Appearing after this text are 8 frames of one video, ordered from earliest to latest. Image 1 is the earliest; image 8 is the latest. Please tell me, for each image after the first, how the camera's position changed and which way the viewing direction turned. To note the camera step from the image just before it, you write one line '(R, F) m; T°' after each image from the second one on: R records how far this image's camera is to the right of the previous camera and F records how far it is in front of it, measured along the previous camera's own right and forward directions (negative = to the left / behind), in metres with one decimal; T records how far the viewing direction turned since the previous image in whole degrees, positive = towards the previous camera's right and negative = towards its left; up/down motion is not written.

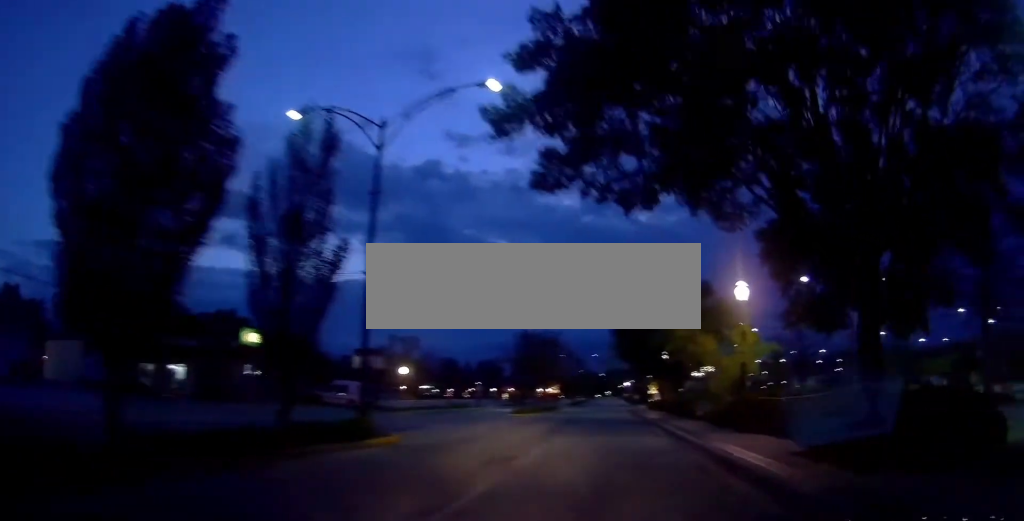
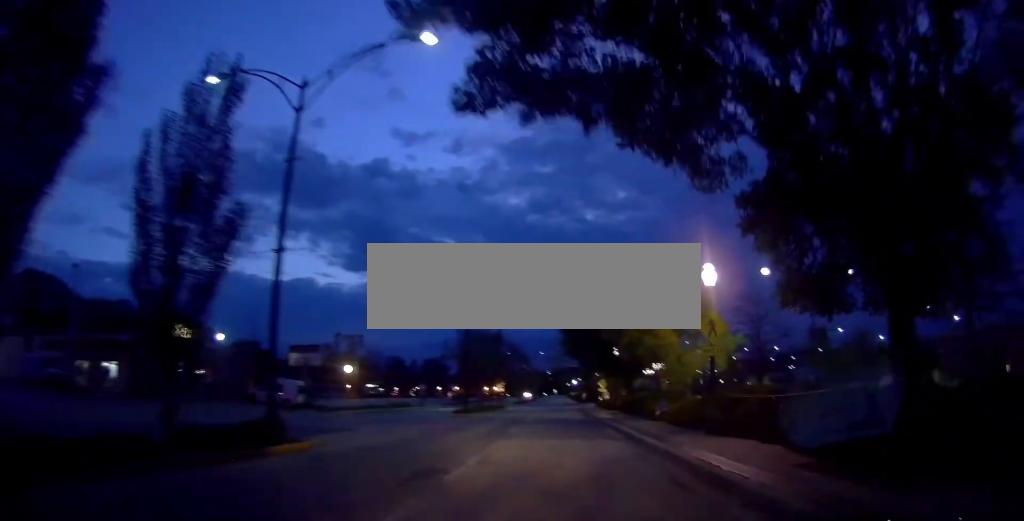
(+0.3, +2.3) m; +3°
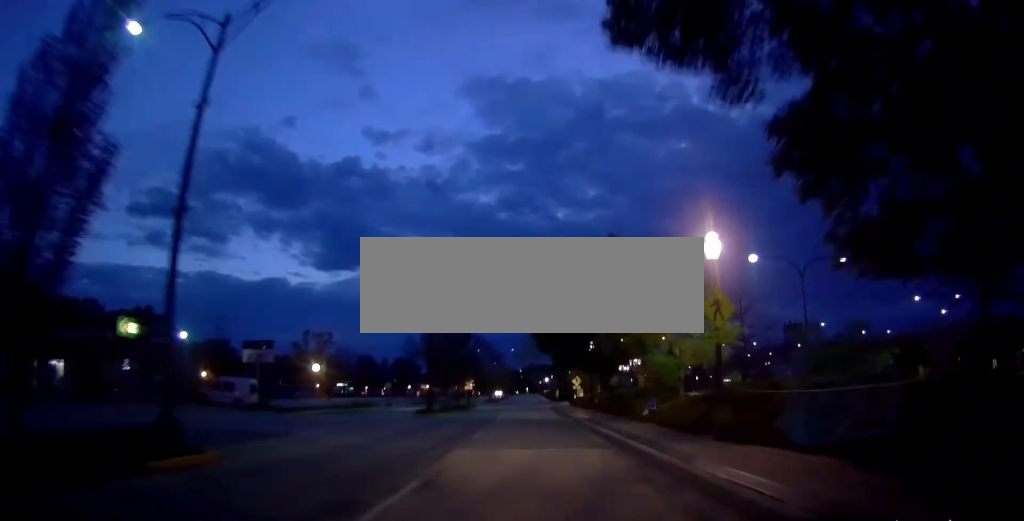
(0.0, +2.8) m; +2°
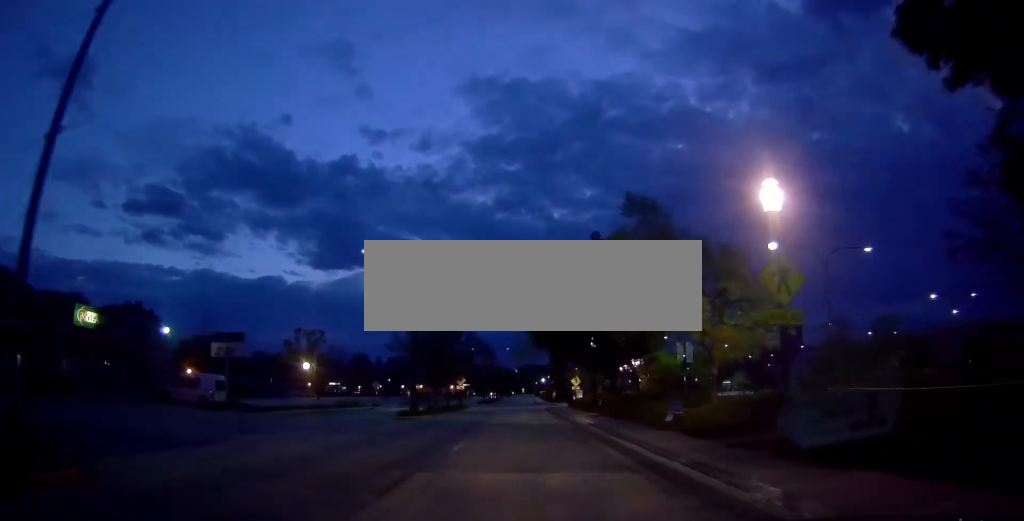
(-0.2, +3.6) m; +1°
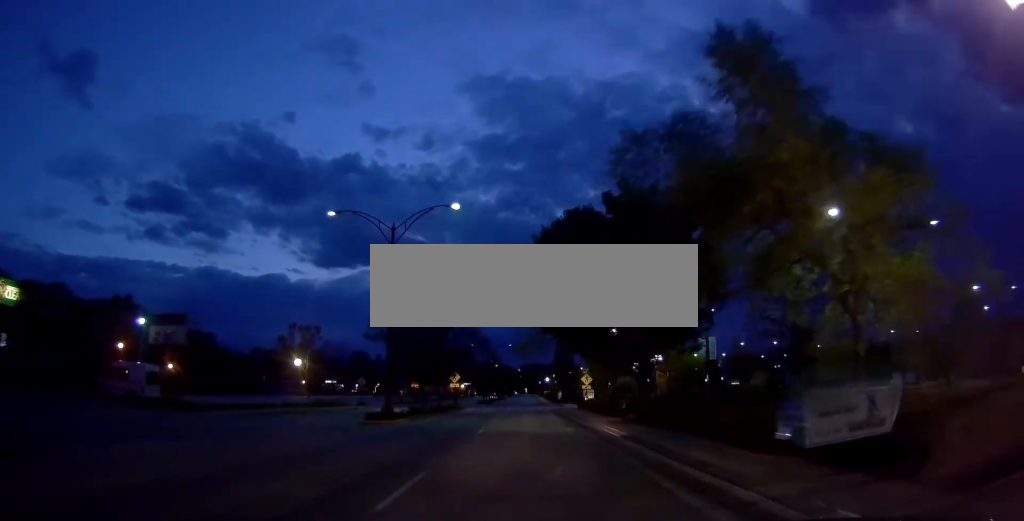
(+0.3, +6.6) m; +2°
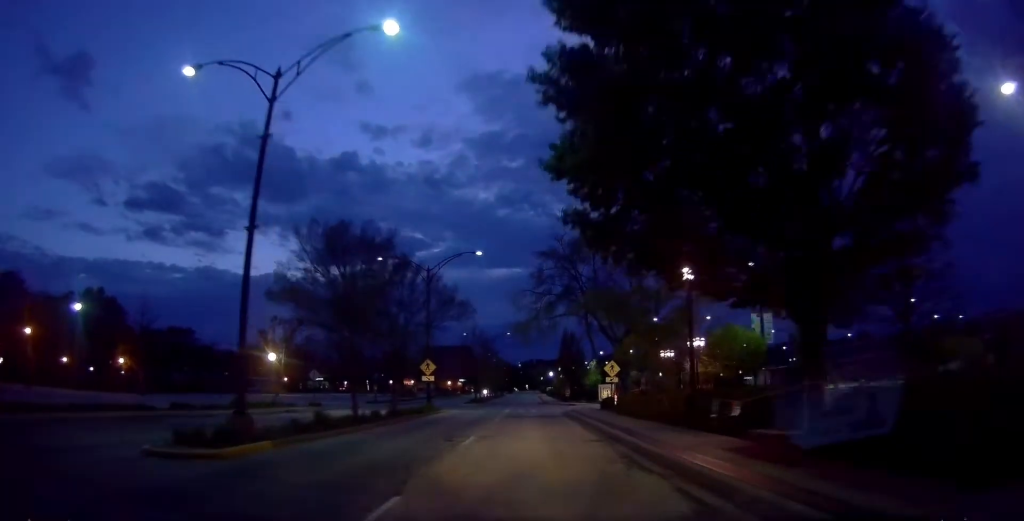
(+0.3, +13.8) m; +1°
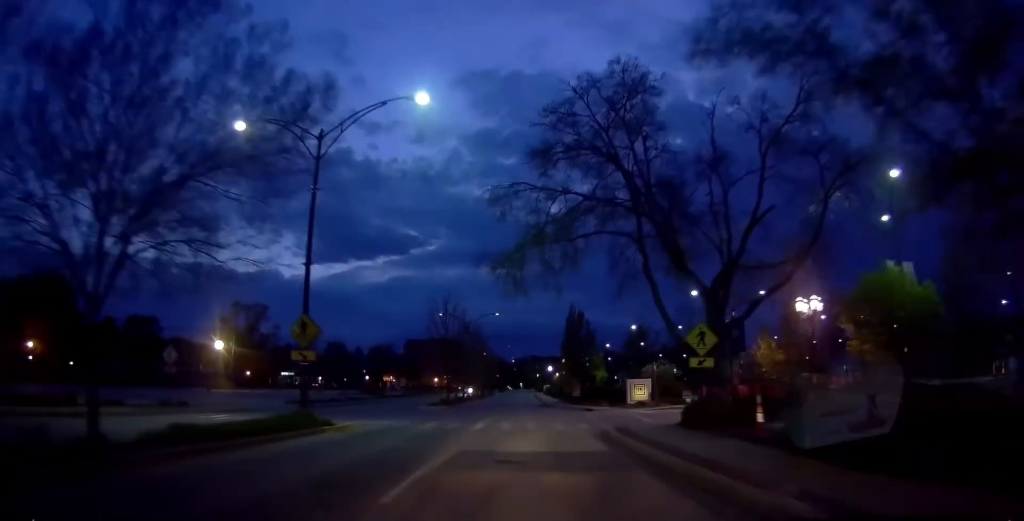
(0.0, +19.3) m; 0°
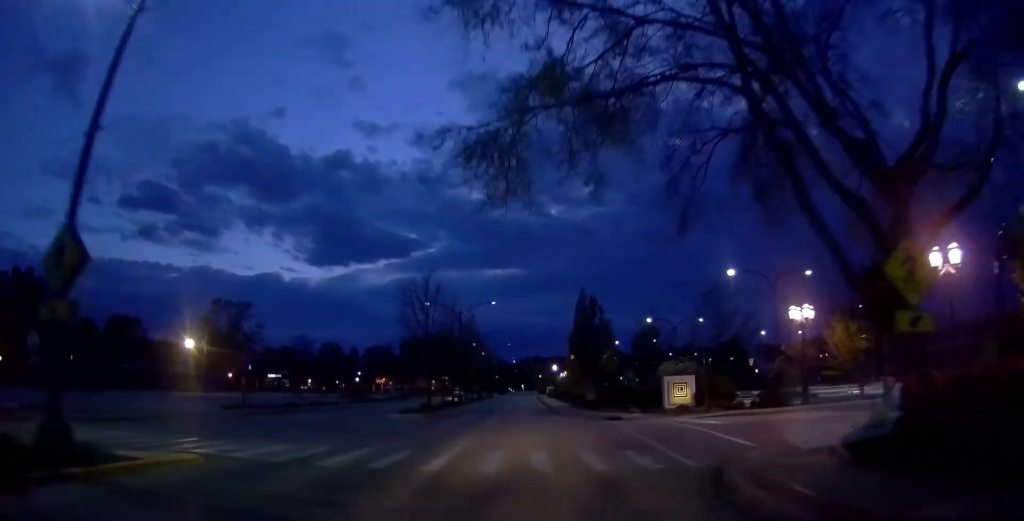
(0.0, +10.5) m; 0°
